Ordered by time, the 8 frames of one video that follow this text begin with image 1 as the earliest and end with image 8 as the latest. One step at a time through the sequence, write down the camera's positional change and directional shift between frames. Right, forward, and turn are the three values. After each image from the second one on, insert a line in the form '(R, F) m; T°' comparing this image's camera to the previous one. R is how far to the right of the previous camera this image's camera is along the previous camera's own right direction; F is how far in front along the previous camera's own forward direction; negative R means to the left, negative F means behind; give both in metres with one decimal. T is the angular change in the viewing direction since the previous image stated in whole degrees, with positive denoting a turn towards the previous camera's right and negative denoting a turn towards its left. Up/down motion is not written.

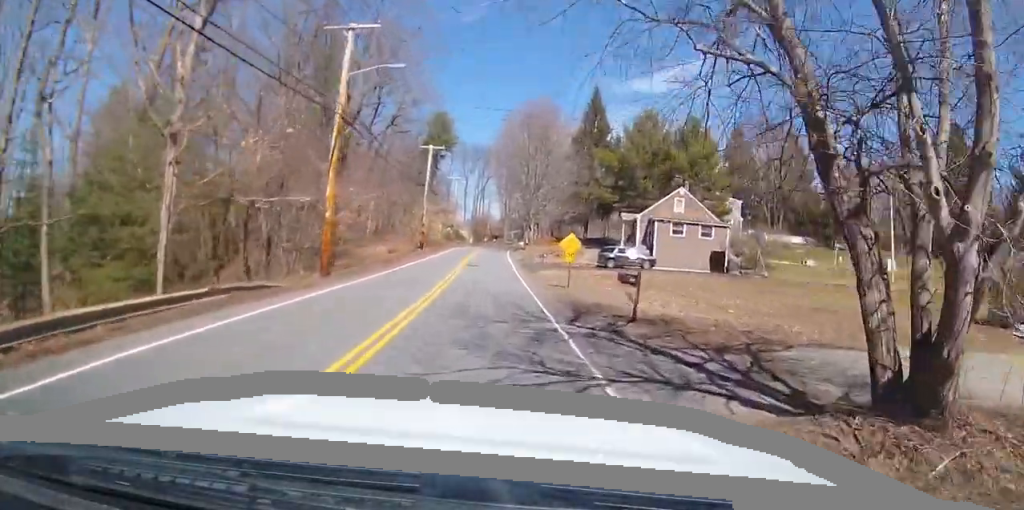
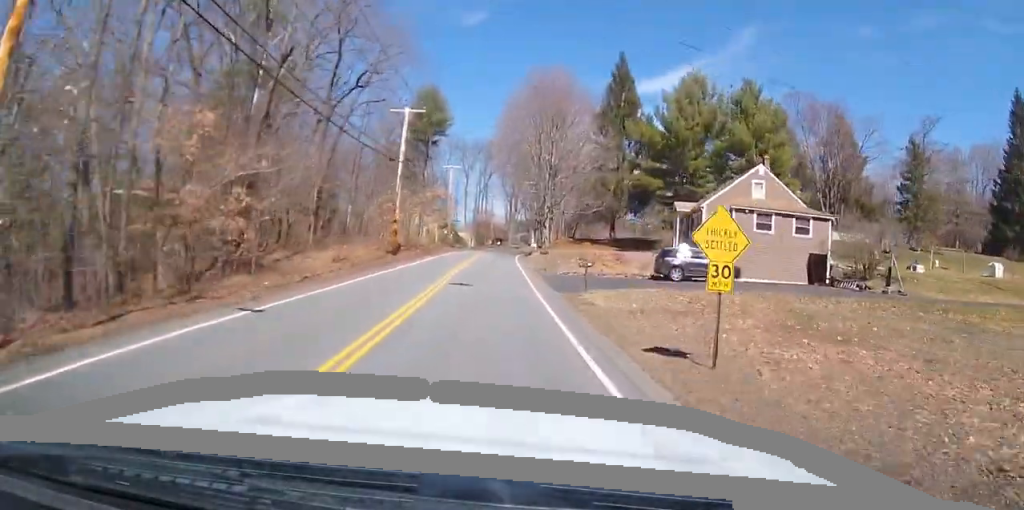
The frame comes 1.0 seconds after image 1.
(0.0, +16.8) m; 0°
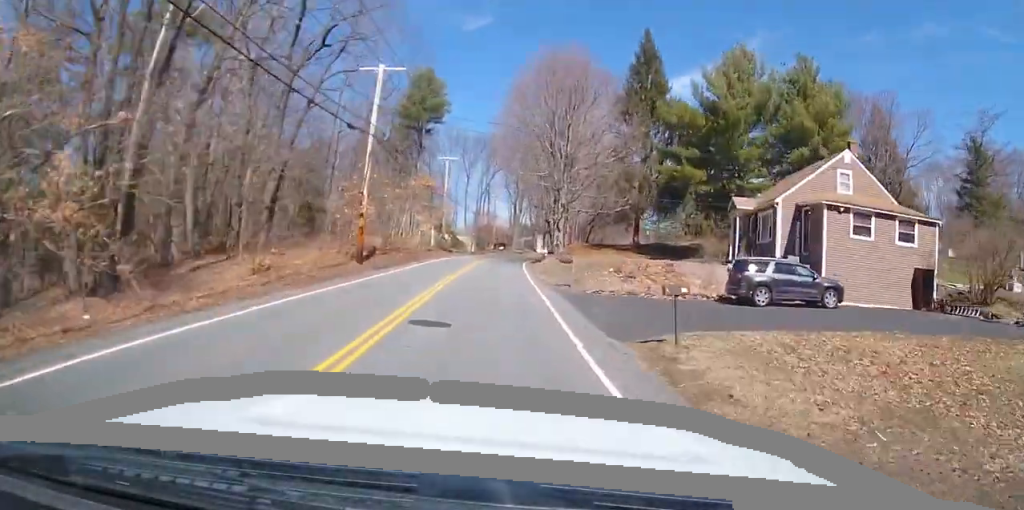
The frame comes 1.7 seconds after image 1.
(0.0, +10.3) m; 0°
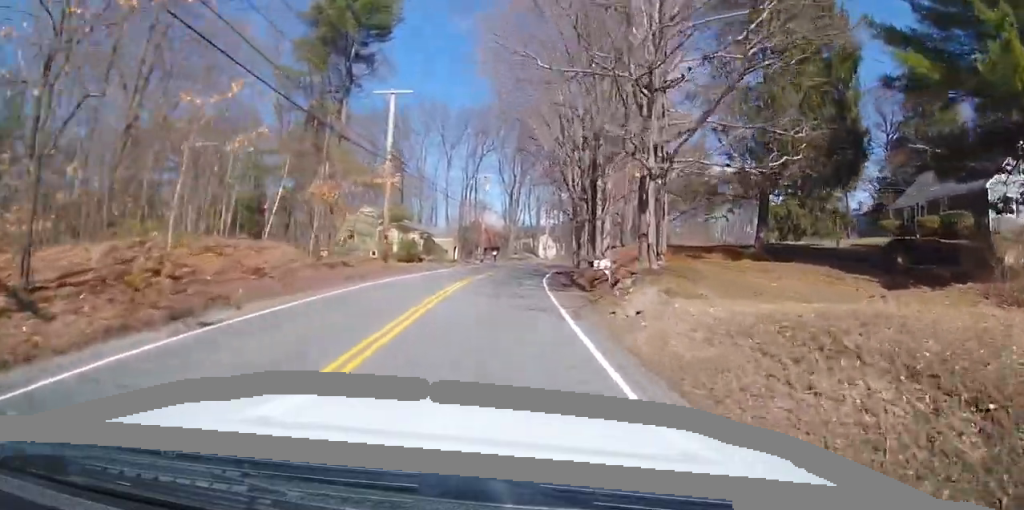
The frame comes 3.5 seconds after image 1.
(+0.2, +29.4) m; +1°
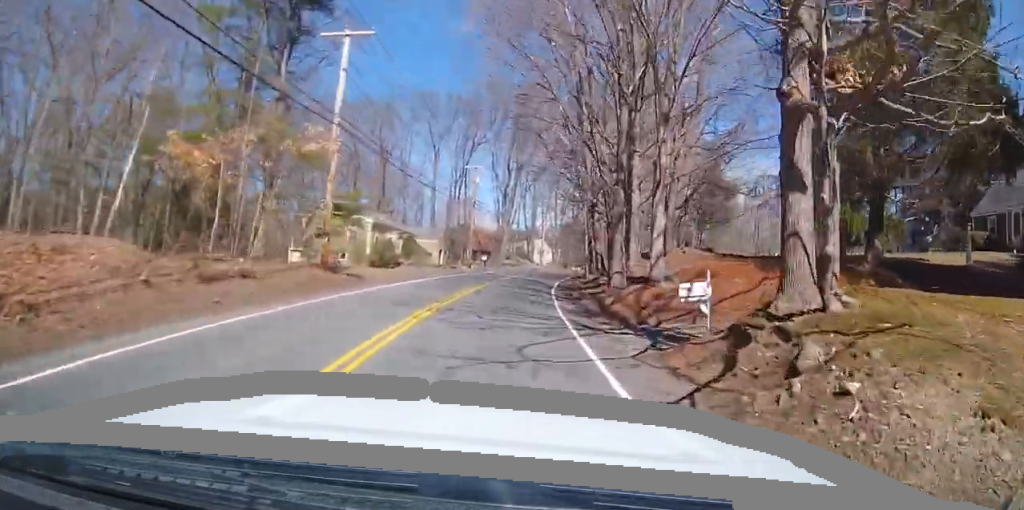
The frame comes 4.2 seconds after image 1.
(+0.1, +10.3) m; 0°
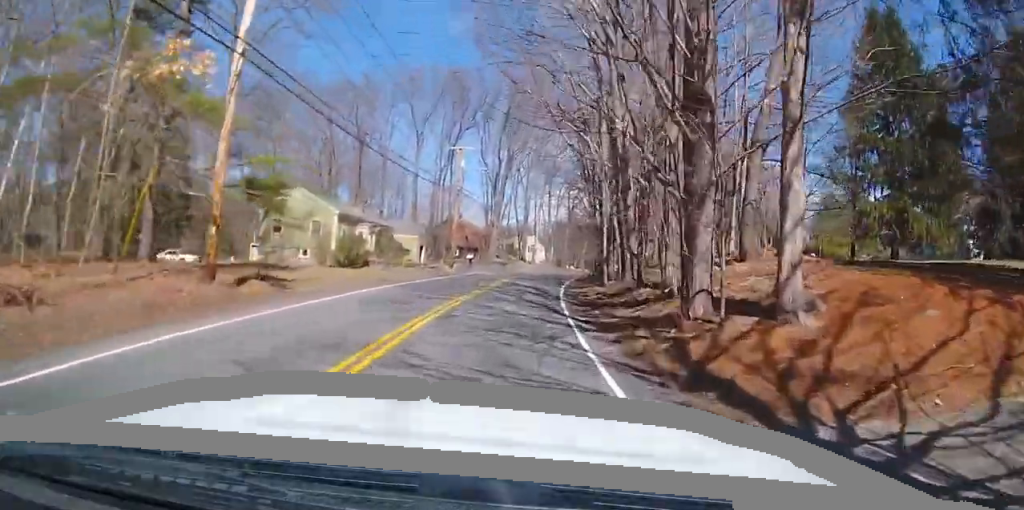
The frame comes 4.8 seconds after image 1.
(0.0, +9.1) m; 0°
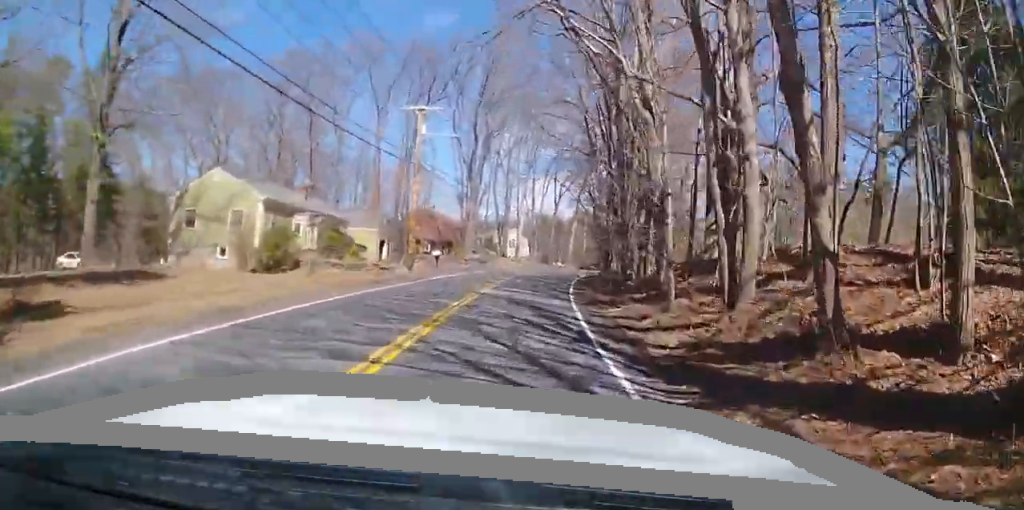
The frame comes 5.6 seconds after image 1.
(0.0, +12.2) m; +4°
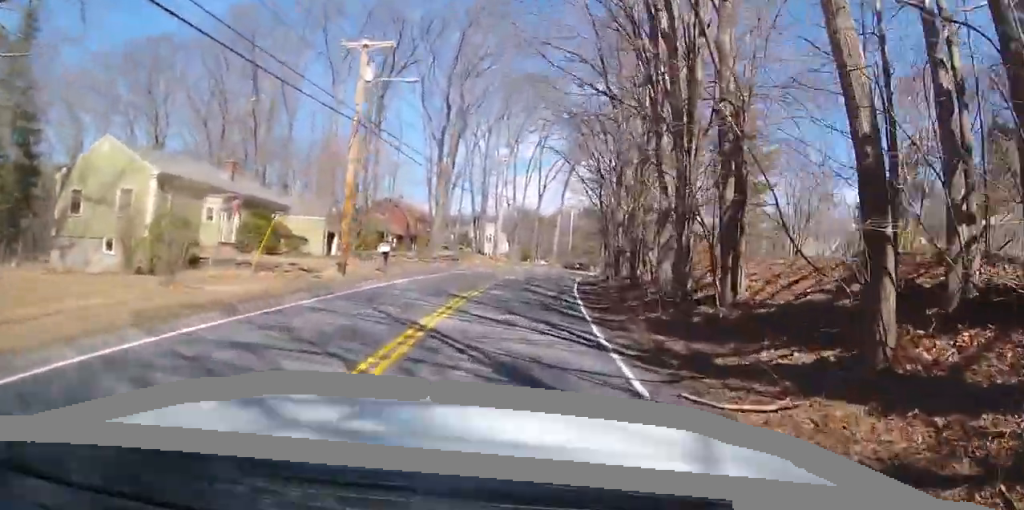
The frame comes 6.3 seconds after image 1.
(+0.2, +9.9) m; +5°
